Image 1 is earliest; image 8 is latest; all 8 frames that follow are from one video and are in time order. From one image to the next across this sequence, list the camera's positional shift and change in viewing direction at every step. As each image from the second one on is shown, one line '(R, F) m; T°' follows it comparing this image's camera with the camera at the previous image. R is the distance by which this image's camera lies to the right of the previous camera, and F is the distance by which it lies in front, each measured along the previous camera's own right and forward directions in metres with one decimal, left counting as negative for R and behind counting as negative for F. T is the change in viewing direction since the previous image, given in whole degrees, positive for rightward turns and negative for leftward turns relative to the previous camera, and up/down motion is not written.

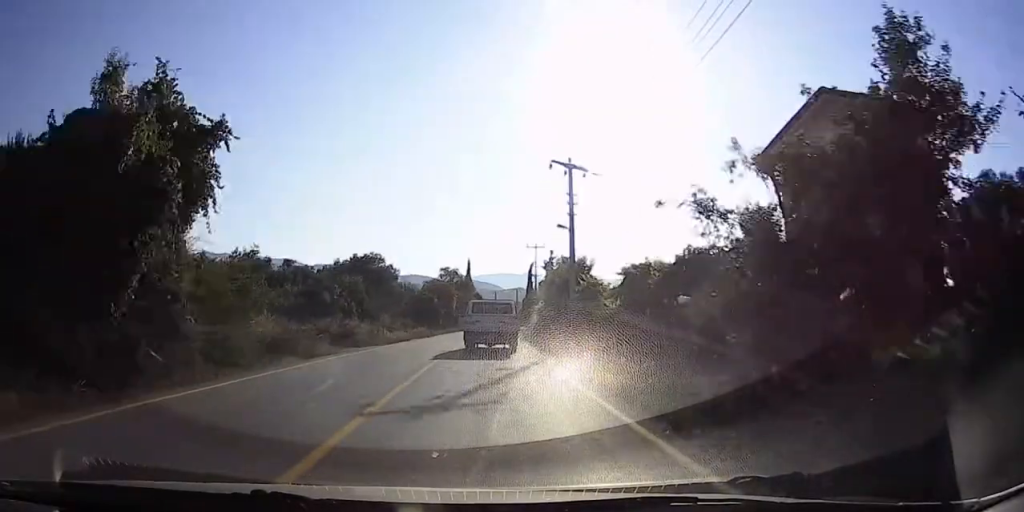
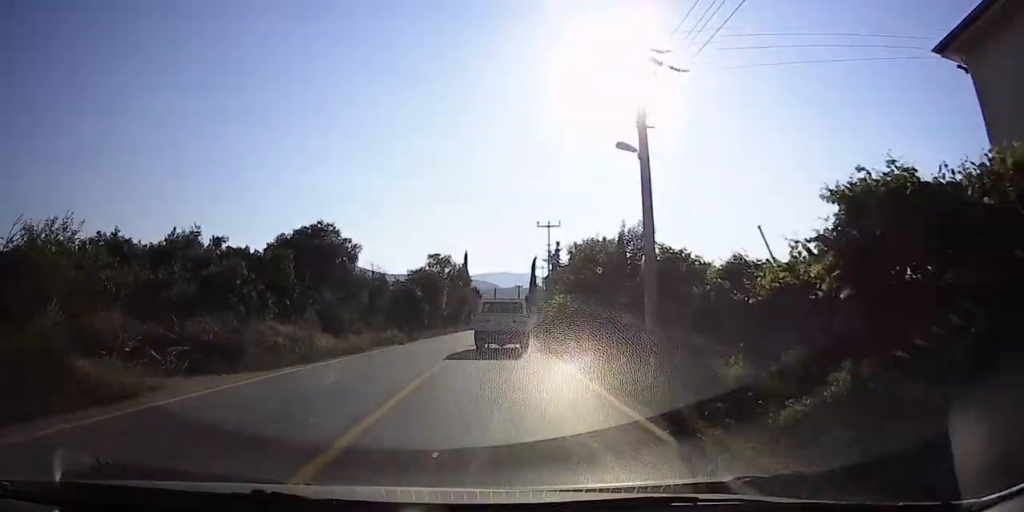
(0.0, +12.4) m; 0°
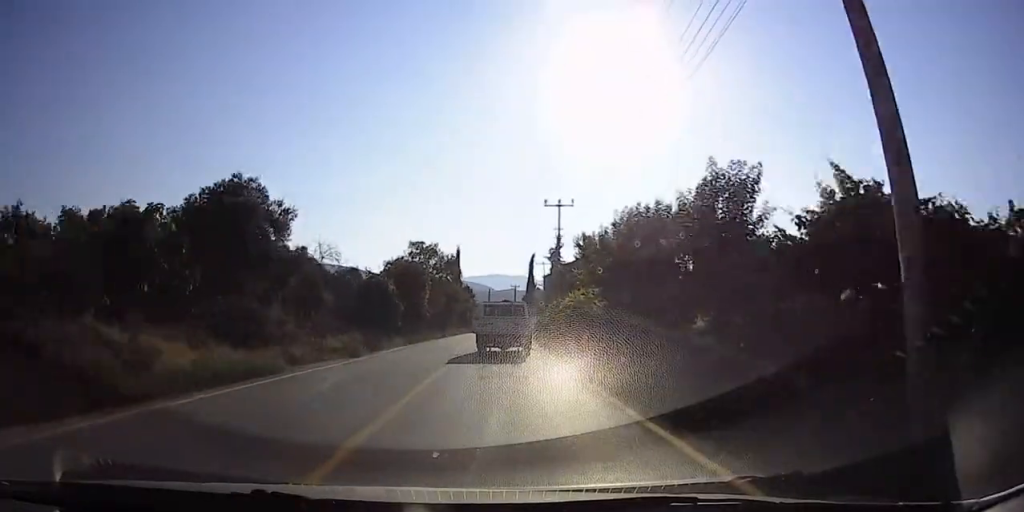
(0.0, +9.1) m; 0°
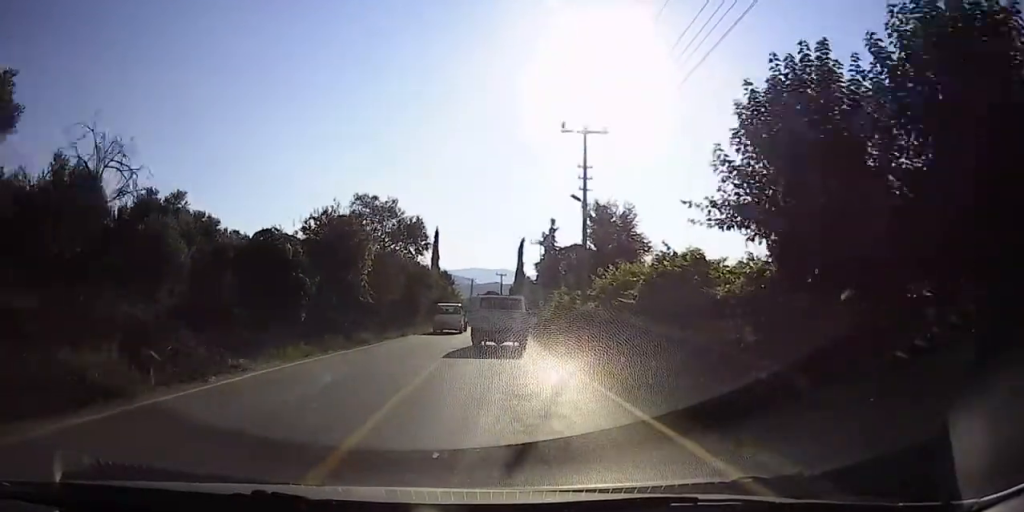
(0.0, +13.6) m; 0°
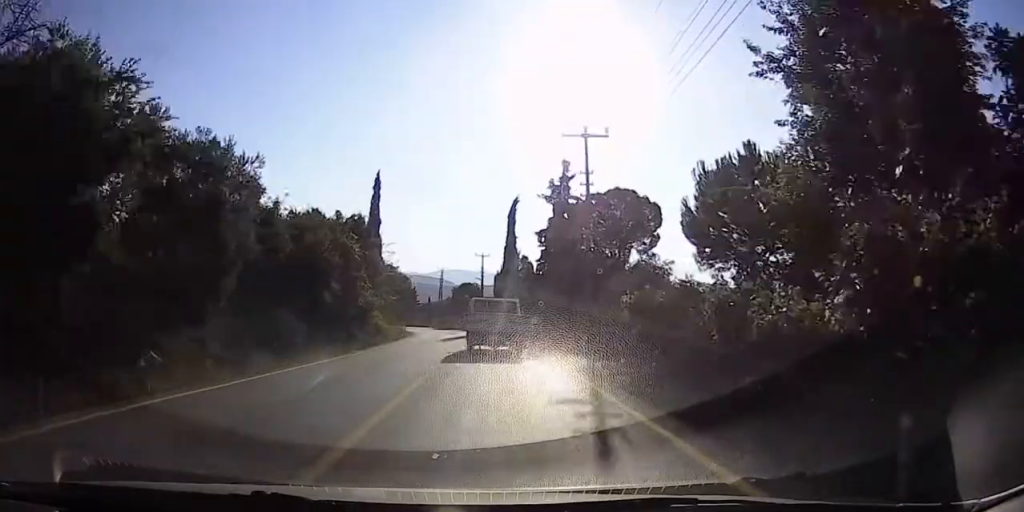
(+1.0, +35.9) m; +5°
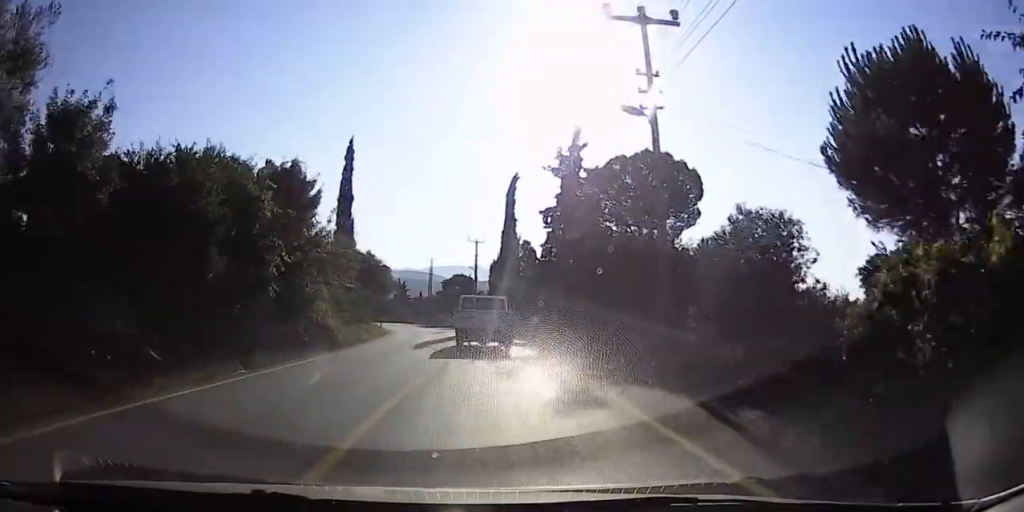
(+0.2, +10.5) m; +1°
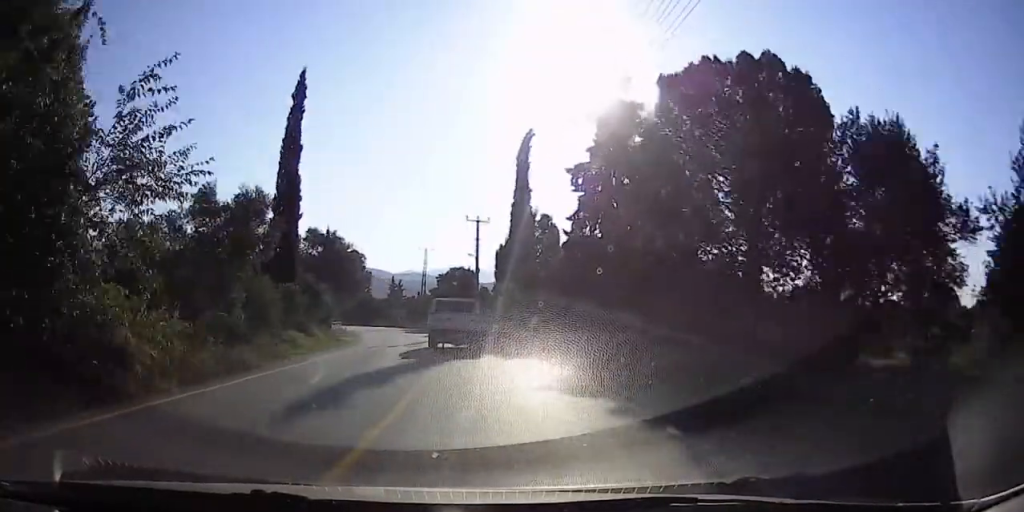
(+0.1, +15.8) m; -1°
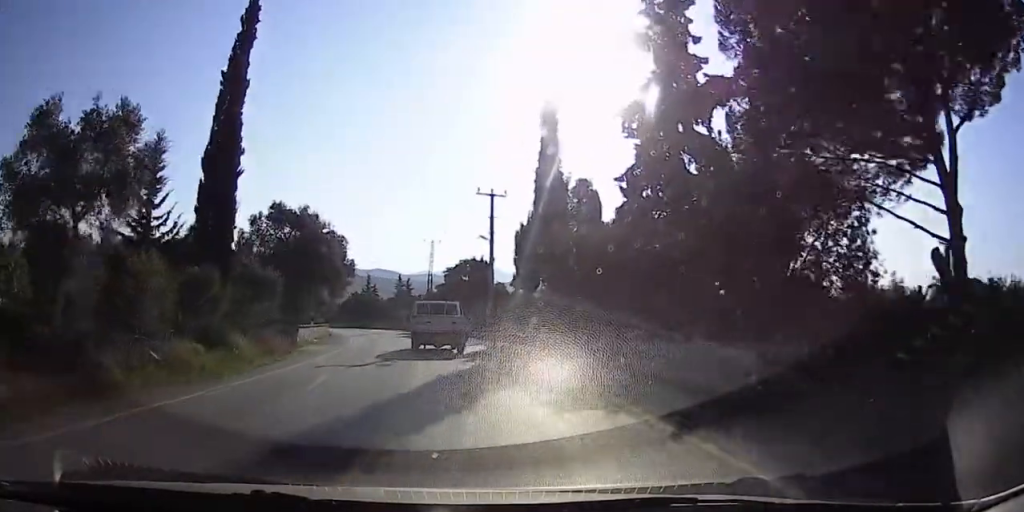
(+0.1, +10.8) m; -2°
